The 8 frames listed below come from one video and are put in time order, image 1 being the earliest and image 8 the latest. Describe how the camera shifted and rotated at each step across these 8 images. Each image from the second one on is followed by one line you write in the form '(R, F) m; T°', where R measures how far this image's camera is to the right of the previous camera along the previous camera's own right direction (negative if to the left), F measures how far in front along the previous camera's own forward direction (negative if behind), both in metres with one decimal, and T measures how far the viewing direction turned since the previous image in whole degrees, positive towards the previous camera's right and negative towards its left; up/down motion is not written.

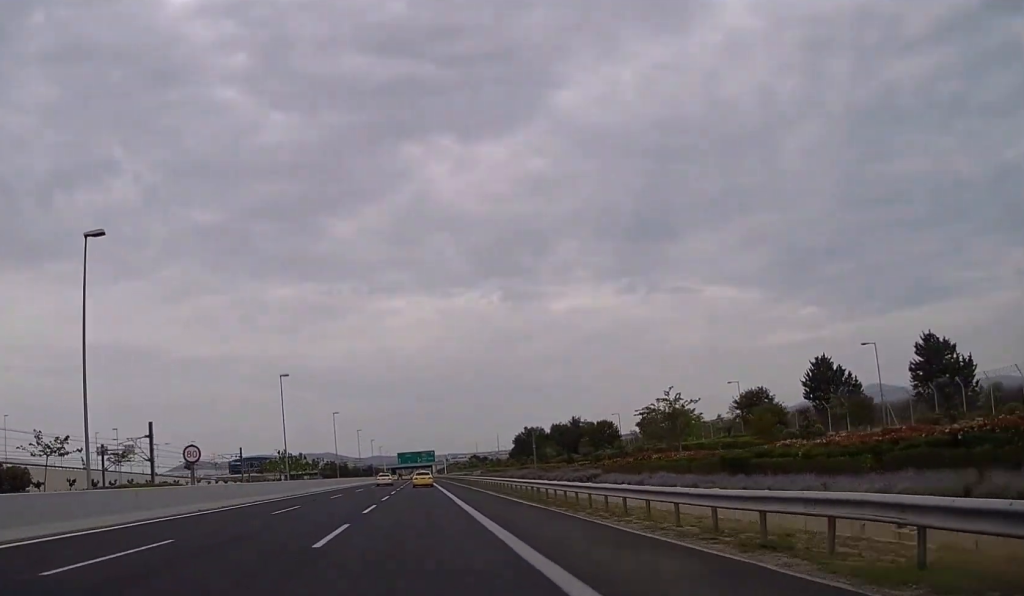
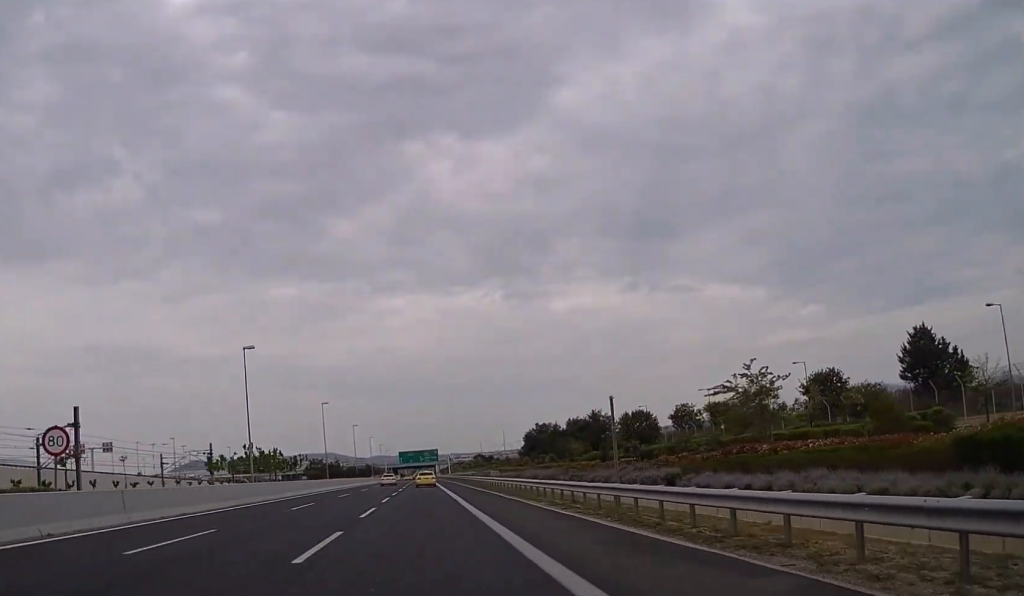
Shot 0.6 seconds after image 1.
(+0.1, +14.7) m; 0°
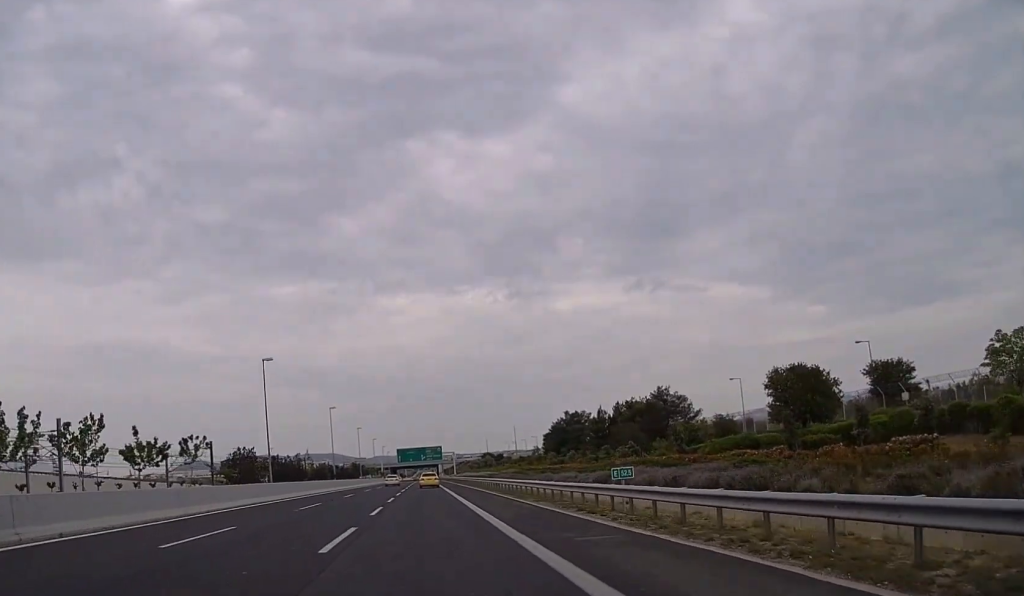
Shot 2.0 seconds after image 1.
(-0.2, +35.6) m; 0°
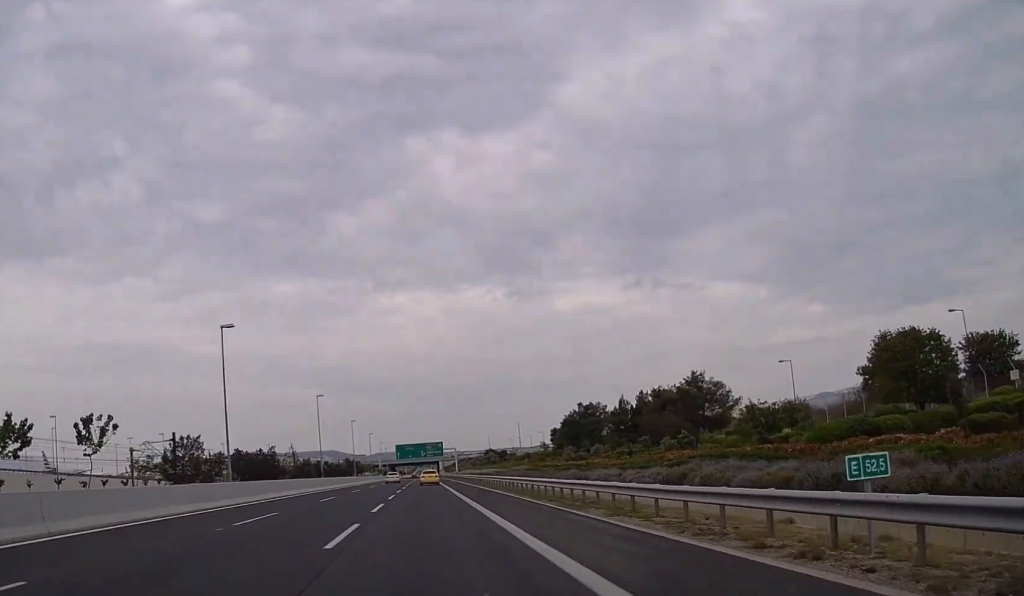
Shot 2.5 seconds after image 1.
(+0.1, +11.8) m; 0°
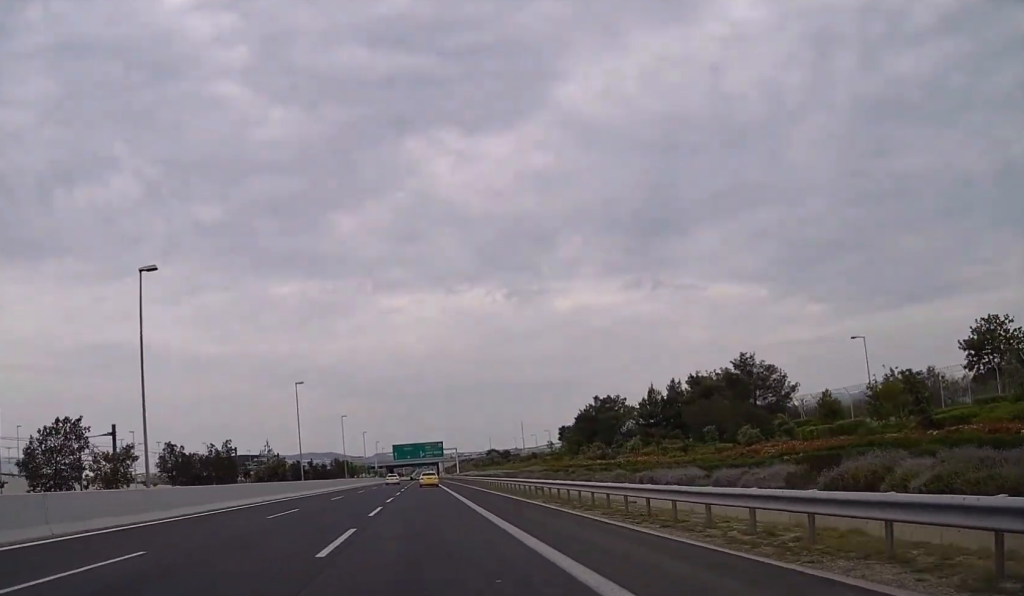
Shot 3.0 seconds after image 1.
(+0.2, +13.5) m; 0°
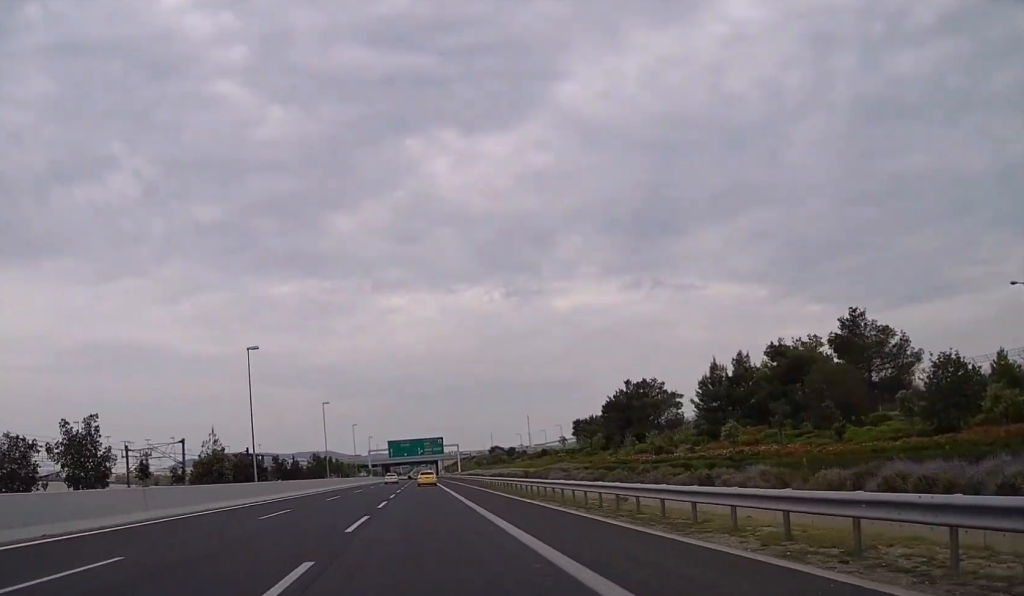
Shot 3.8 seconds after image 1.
(-0.2, +19.5) m; 0°
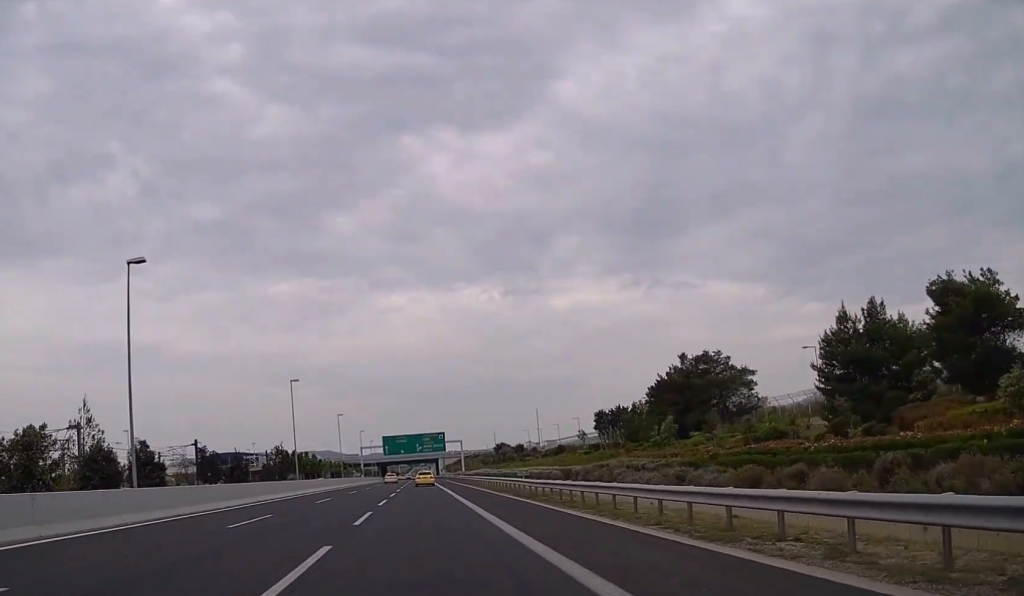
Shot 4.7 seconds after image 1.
(0.0, +22.1) m; 0°
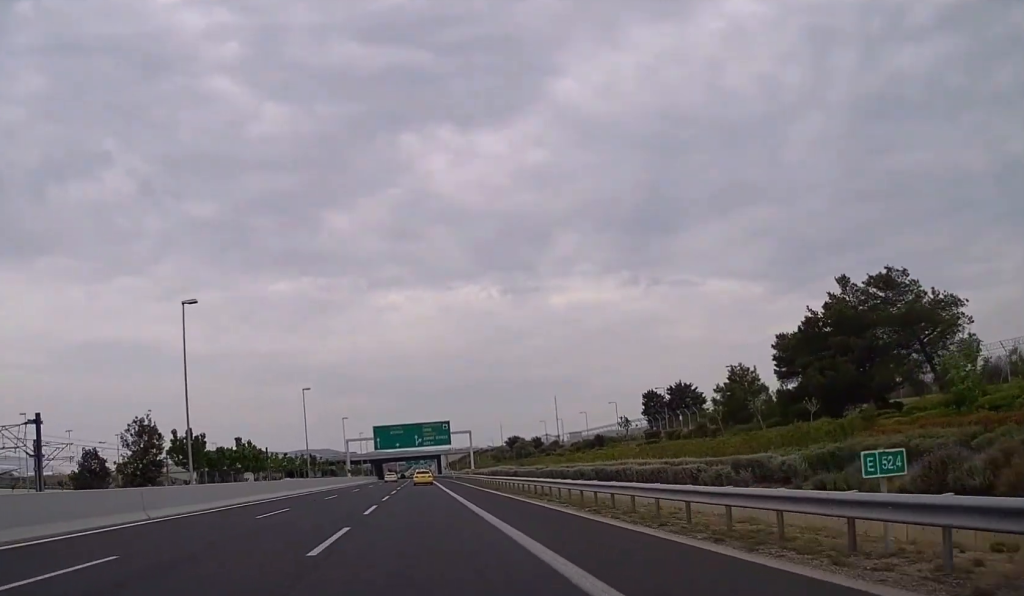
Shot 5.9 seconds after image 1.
(0.0, +32.3) m; 0°
